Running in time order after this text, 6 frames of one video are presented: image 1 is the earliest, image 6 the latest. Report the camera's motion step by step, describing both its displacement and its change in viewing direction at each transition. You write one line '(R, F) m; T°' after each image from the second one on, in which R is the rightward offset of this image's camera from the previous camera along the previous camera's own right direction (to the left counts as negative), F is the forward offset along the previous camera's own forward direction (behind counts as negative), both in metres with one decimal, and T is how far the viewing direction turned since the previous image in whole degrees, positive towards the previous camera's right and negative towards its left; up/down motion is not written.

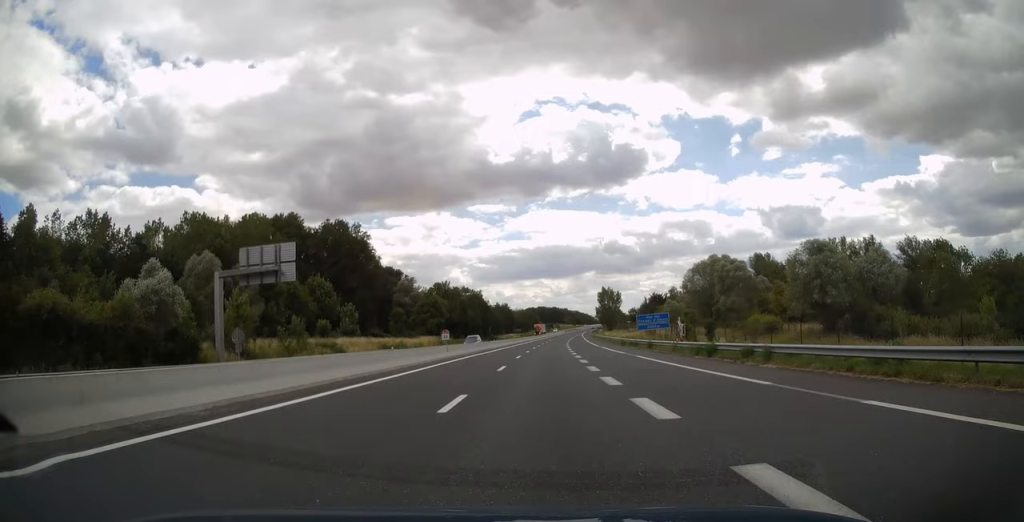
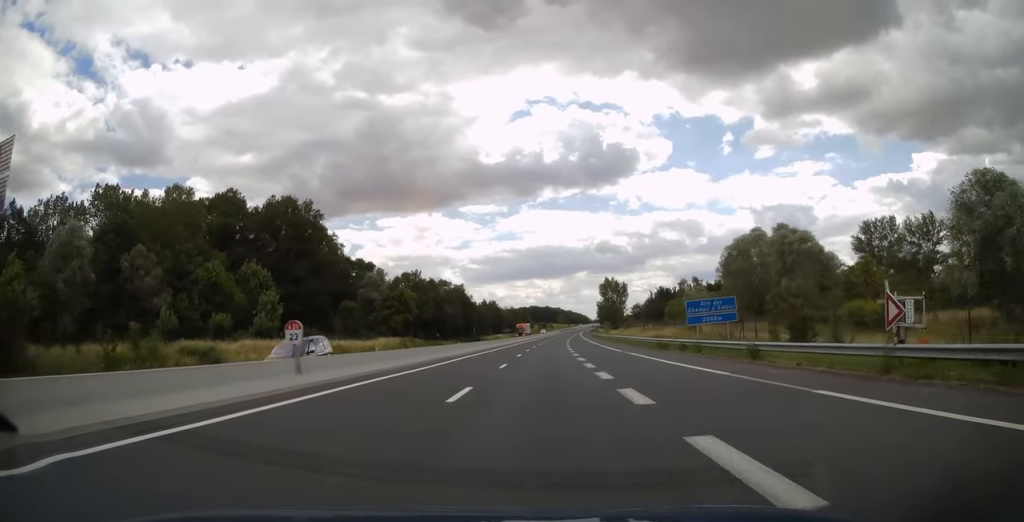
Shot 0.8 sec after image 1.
(+0.2, +25.1) m; +1°
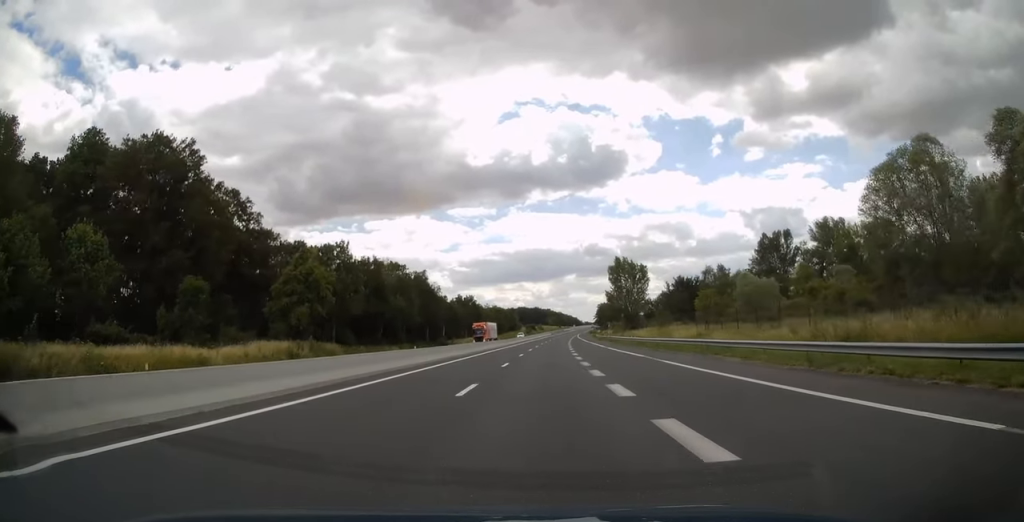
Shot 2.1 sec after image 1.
(+0.4, +38.3) m; +1°
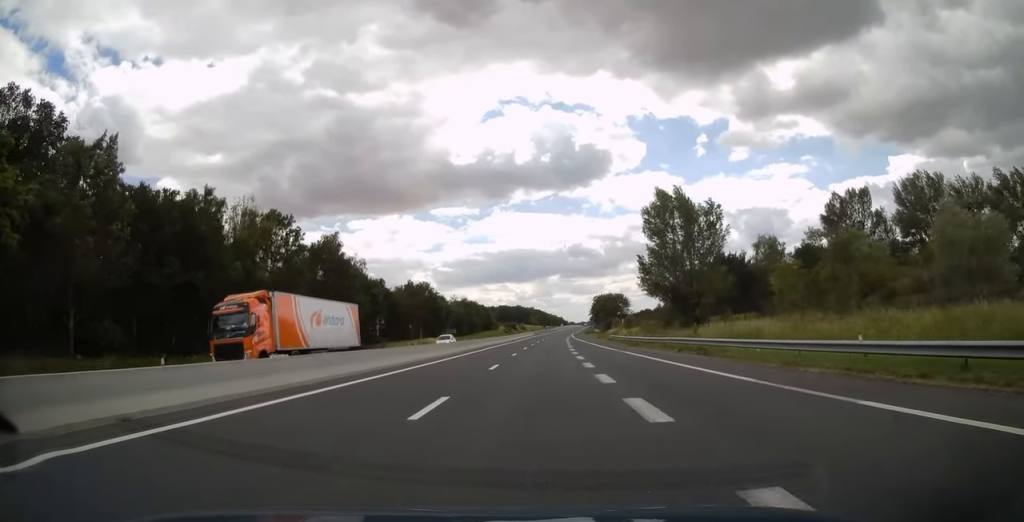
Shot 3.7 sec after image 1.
(+0.5, +44.7) m; +2°
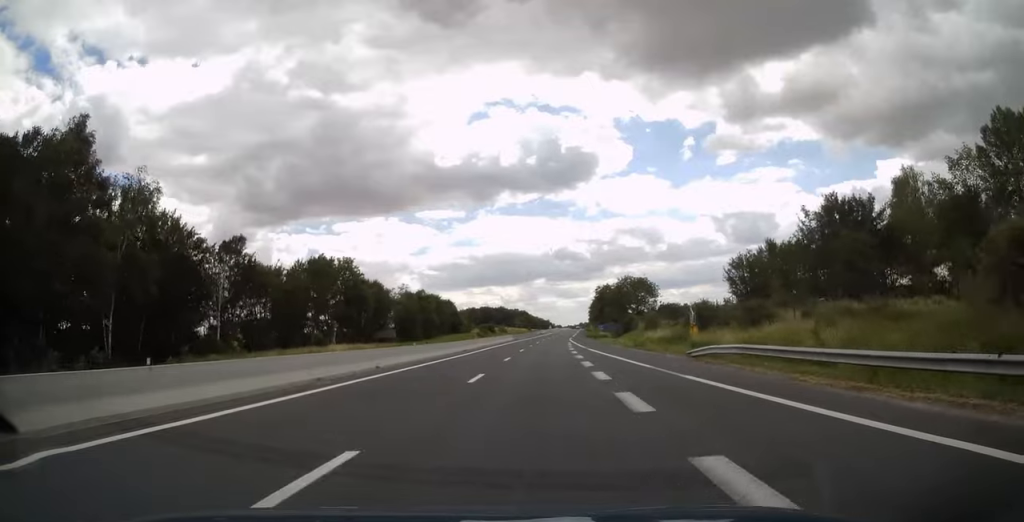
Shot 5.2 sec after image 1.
(+0.6, +46.1) m; +1°
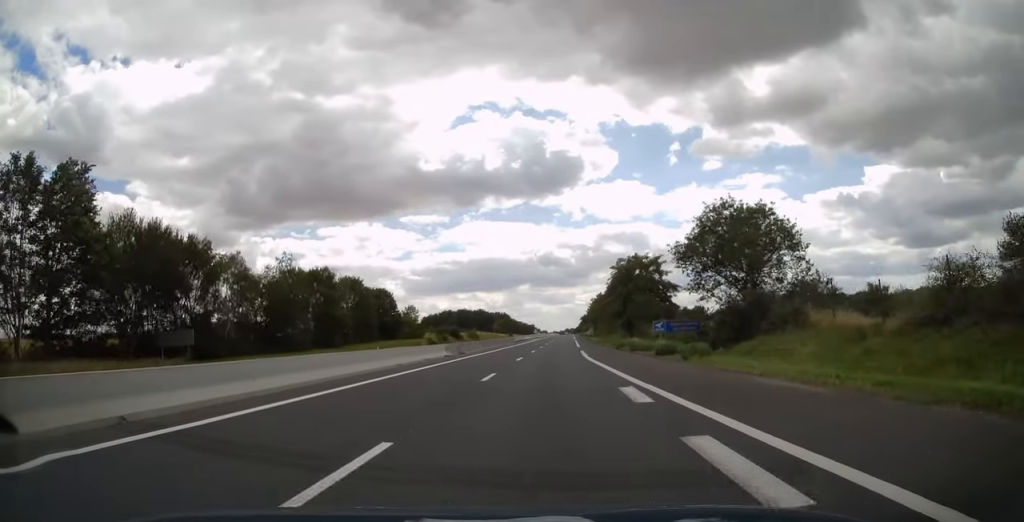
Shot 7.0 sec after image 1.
(+0.3, +53.0) m; +1°
